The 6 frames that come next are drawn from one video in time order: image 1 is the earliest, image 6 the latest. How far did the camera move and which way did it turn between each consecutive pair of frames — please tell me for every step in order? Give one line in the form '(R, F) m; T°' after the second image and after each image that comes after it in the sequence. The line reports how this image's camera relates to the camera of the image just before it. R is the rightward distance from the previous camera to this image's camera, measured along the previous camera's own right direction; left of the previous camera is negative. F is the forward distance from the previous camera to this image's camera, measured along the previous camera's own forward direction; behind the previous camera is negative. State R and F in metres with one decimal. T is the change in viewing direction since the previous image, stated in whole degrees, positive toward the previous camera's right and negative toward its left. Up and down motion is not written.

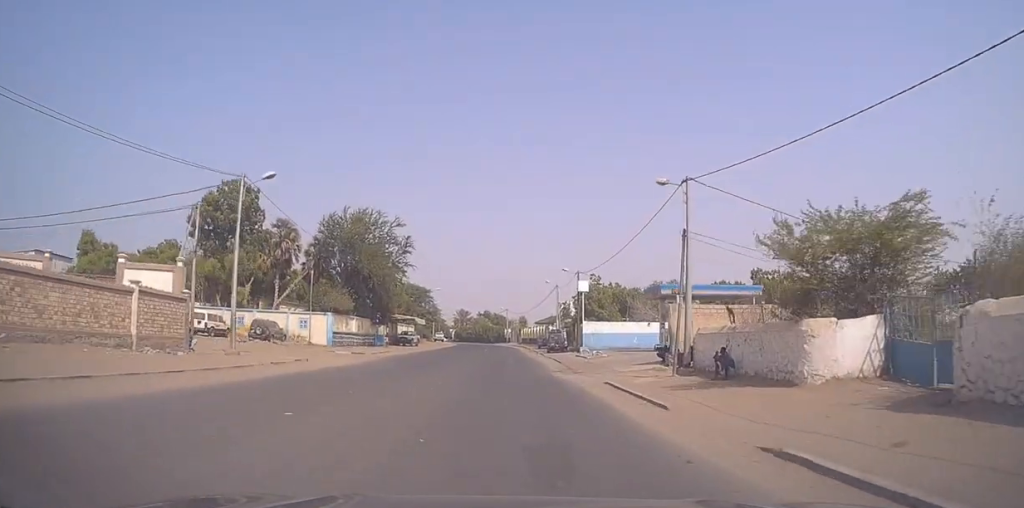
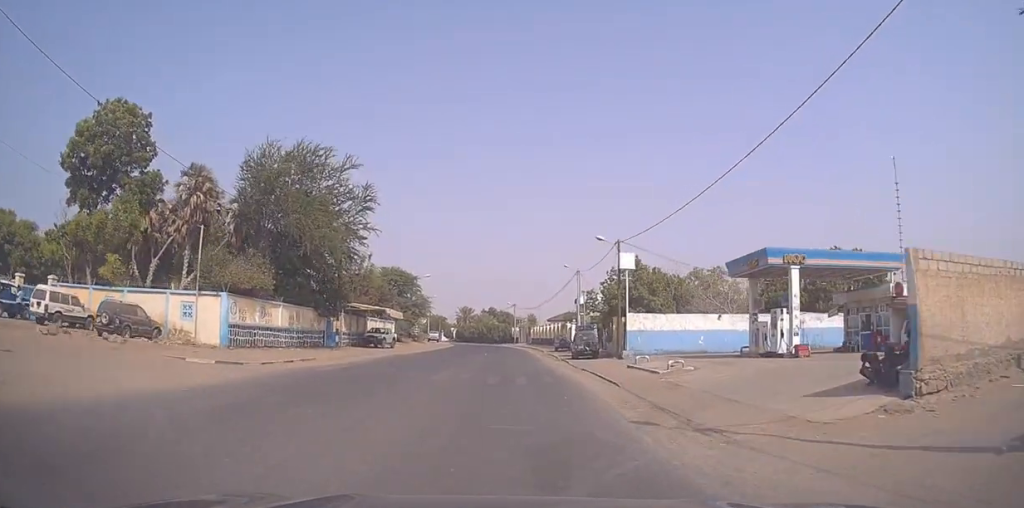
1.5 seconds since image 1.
(+0.4, +18.4) m; +1°
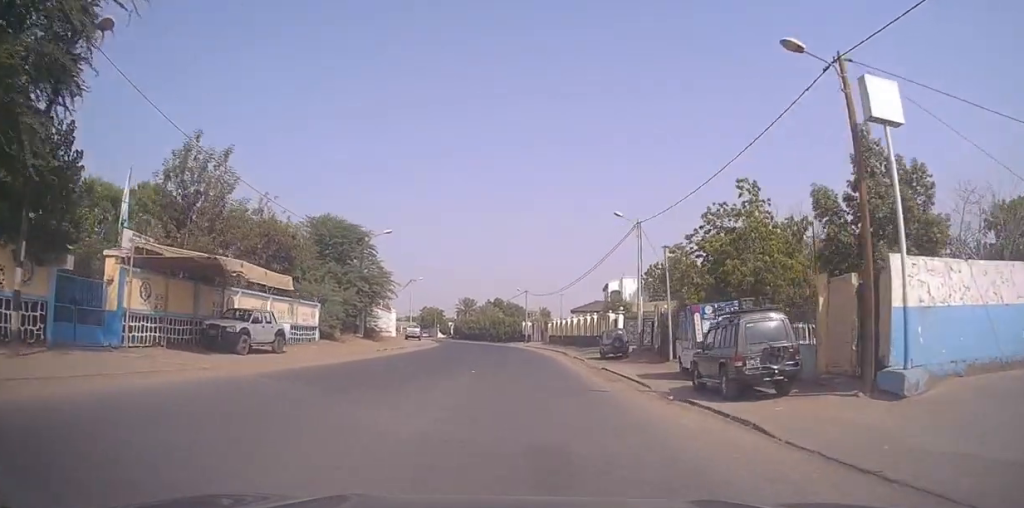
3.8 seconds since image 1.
(-0.4, +27.3) m; -2°
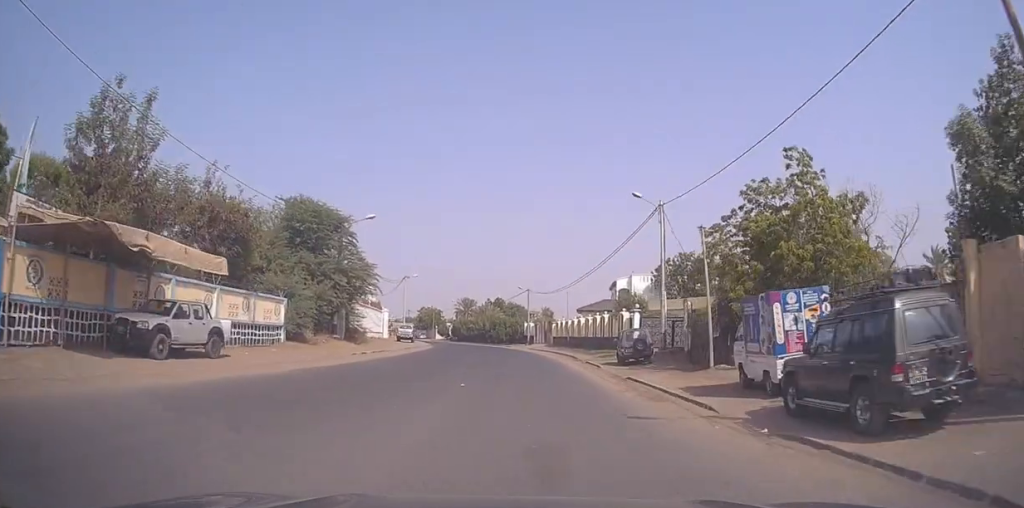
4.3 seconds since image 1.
(+0.1, +5.8) m; -1°
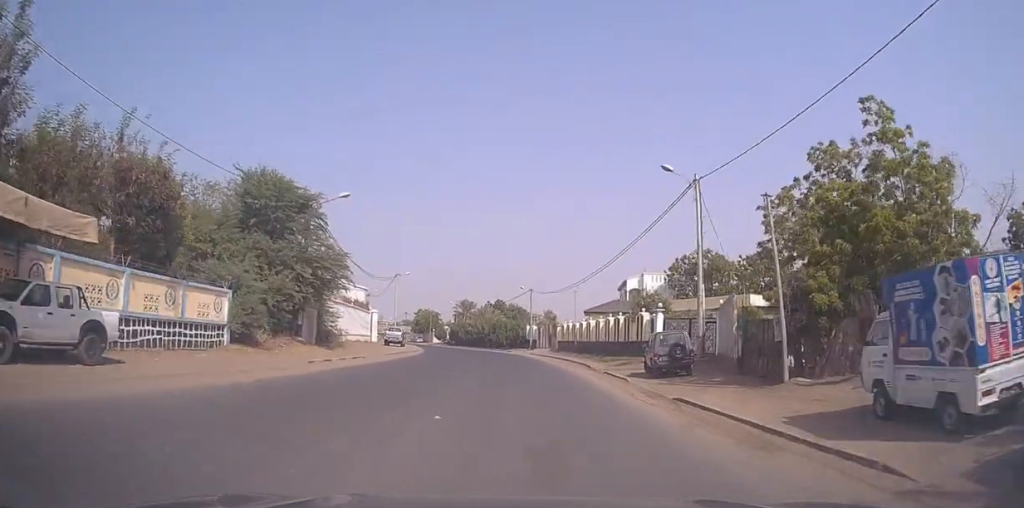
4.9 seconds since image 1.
(-0.4, +6.6) m; 0°
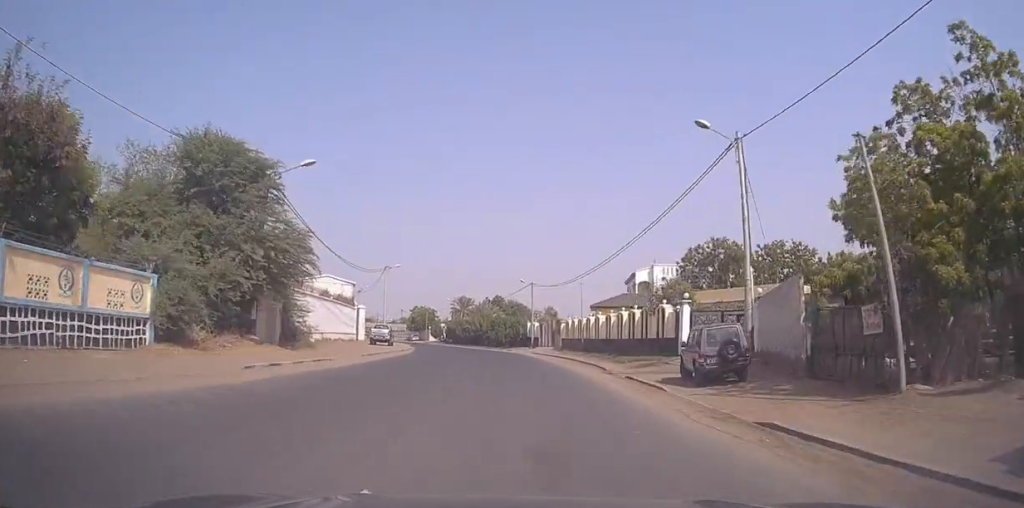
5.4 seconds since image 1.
(-0.1, +5.8) m; 0°
